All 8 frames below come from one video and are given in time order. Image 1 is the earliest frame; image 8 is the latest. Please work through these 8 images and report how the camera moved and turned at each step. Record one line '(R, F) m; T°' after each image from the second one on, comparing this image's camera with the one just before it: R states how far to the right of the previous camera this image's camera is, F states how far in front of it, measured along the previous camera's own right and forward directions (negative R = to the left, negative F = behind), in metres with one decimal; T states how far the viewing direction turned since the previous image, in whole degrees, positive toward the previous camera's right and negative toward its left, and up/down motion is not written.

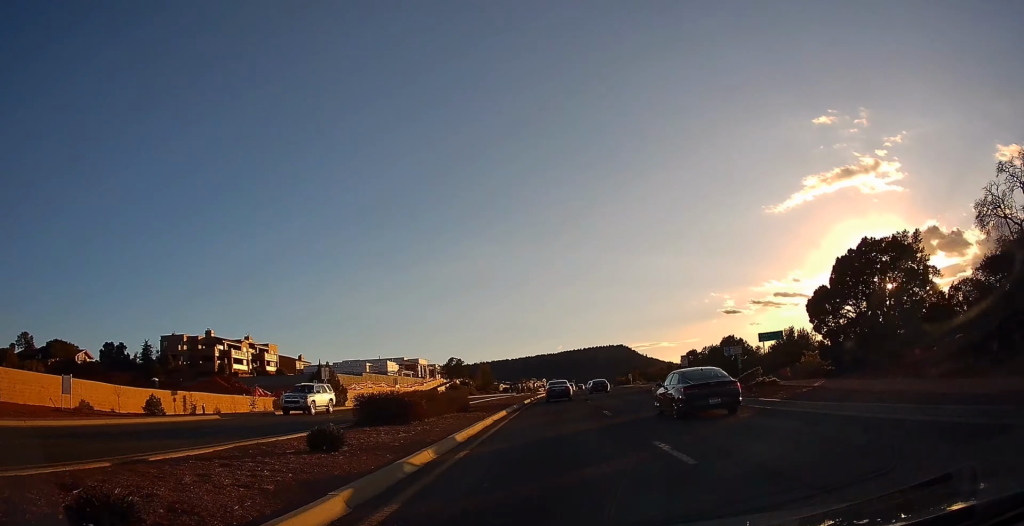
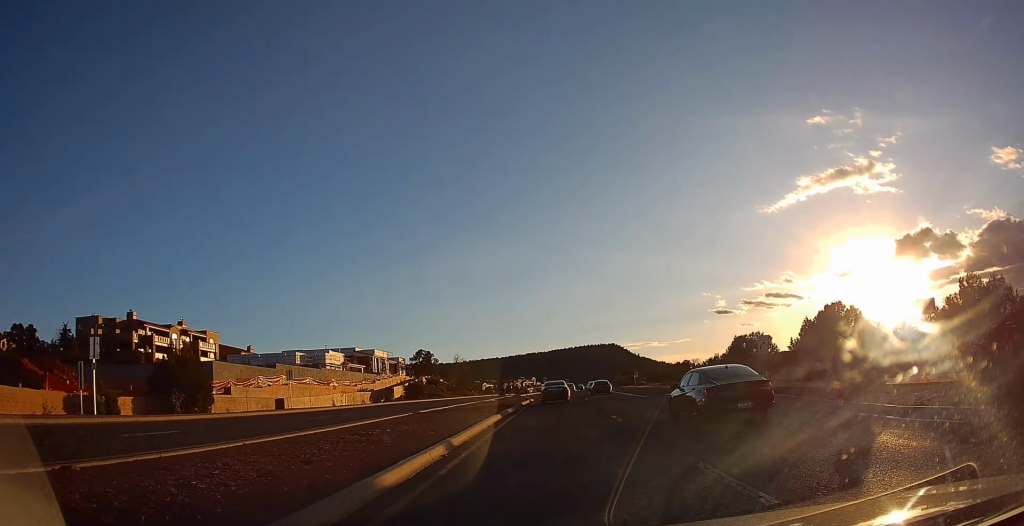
(+0.3, +27.9) m; +1°
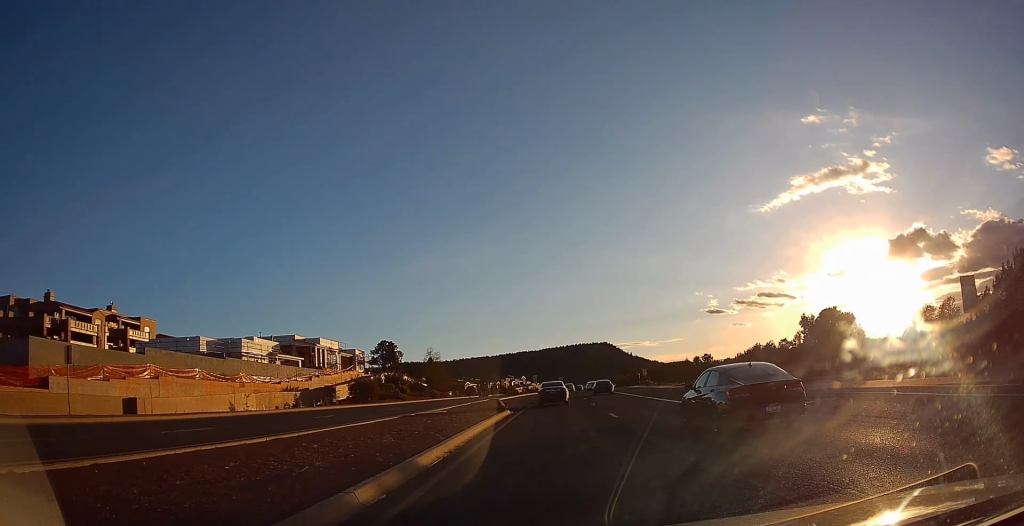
(0.0, +22.7) m; -1°
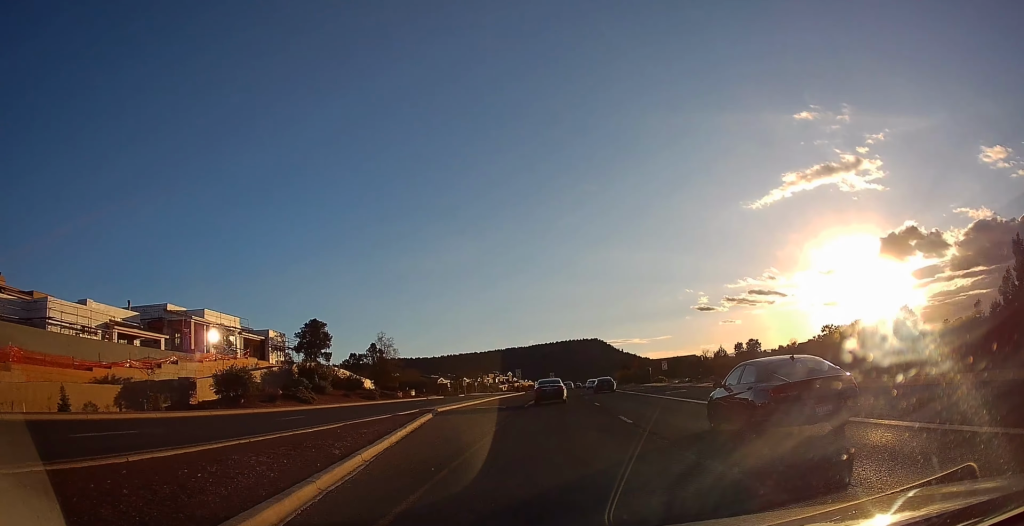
(-0.5, +28.3) m; 0°
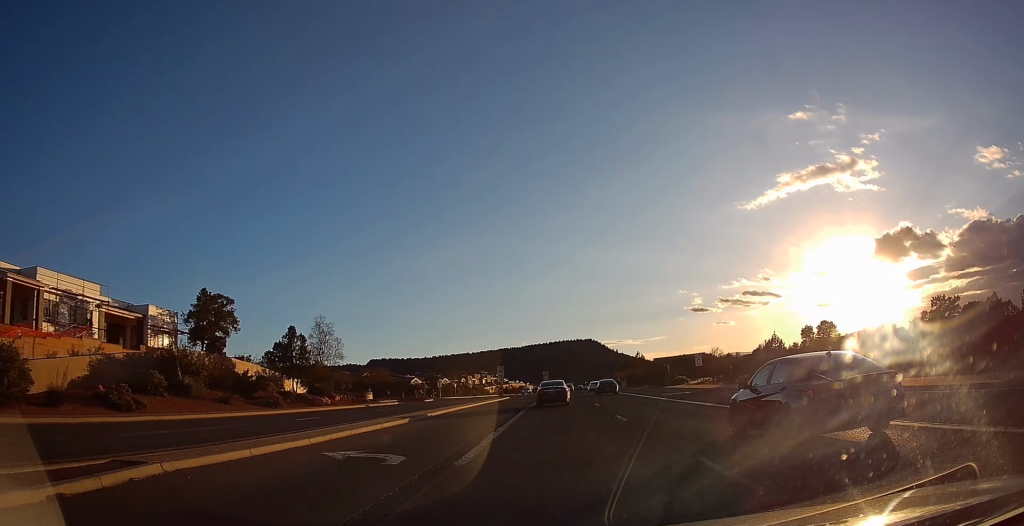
(+0.5, +22.9) m; +3°
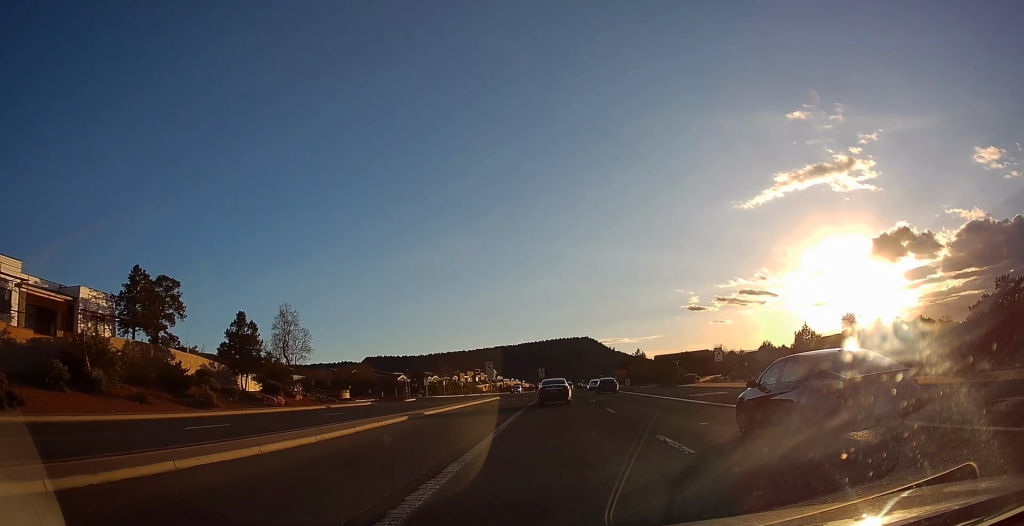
(0.0, +9.0) m; +1°
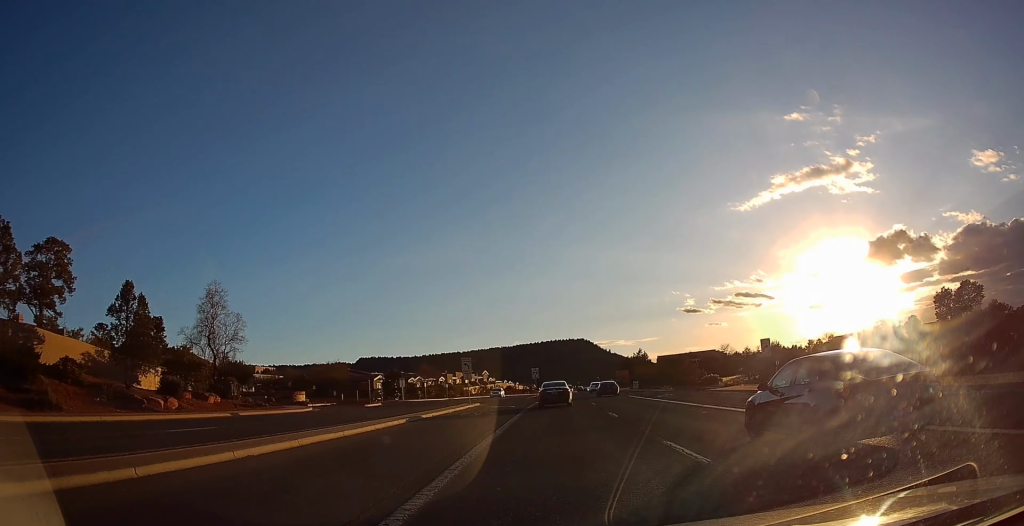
(+0.3, +13.6) m; 0°
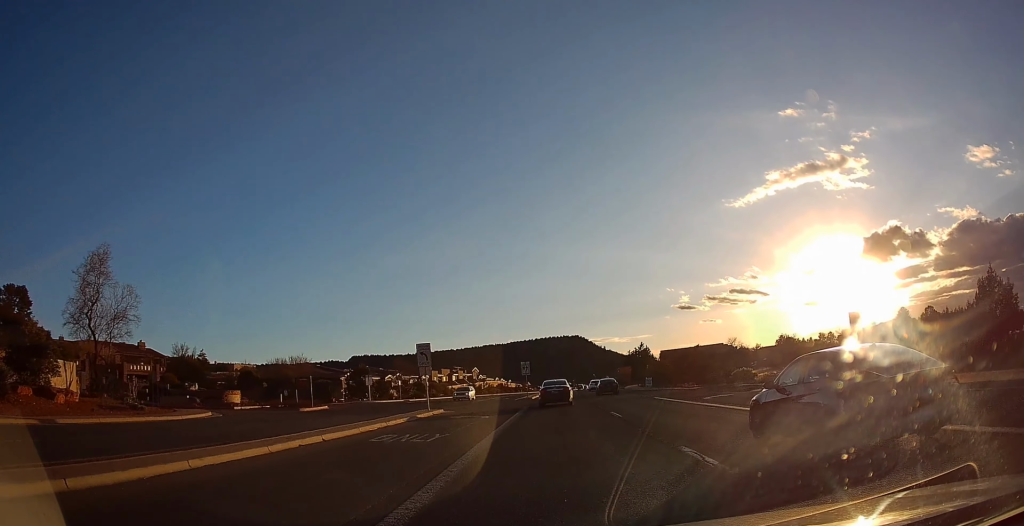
(-0.1, +13.9) m; +1°
